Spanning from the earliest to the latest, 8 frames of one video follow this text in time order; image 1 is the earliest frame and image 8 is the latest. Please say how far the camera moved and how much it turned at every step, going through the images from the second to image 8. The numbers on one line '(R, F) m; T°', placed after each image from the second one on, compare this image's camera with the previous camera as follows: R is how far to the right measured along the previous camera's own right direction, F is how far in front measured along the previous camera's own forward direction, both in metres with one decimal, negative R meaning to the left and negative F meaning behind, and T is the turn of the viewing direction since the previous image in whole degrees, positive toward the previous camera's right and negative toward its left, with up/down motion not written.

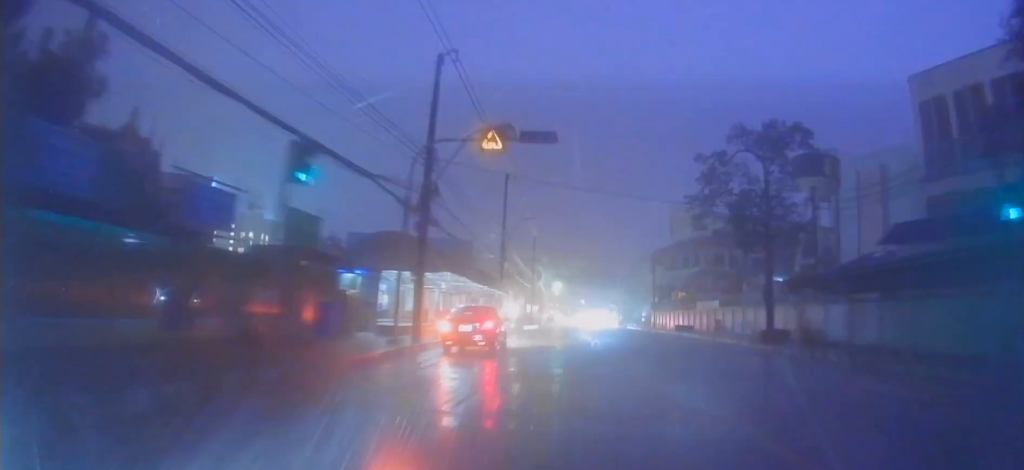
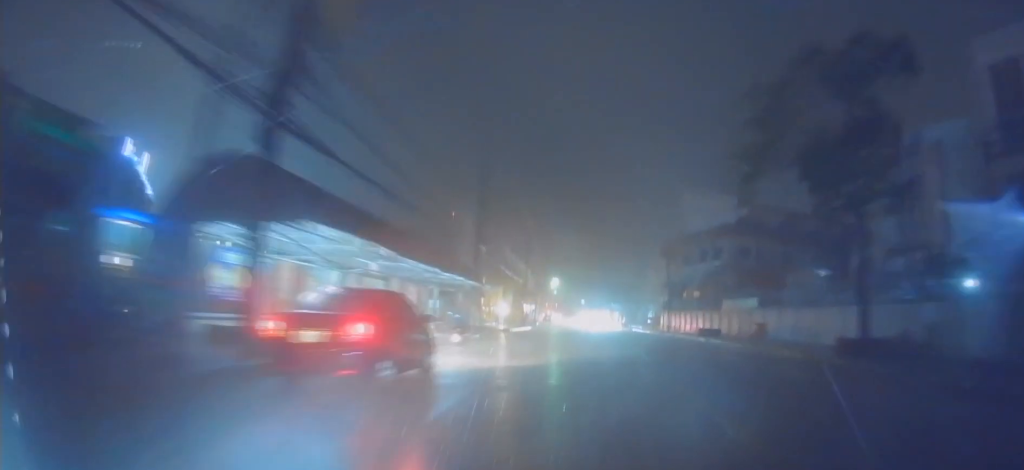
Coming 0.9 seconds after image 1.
(+0.1, +10.3) m; 0°
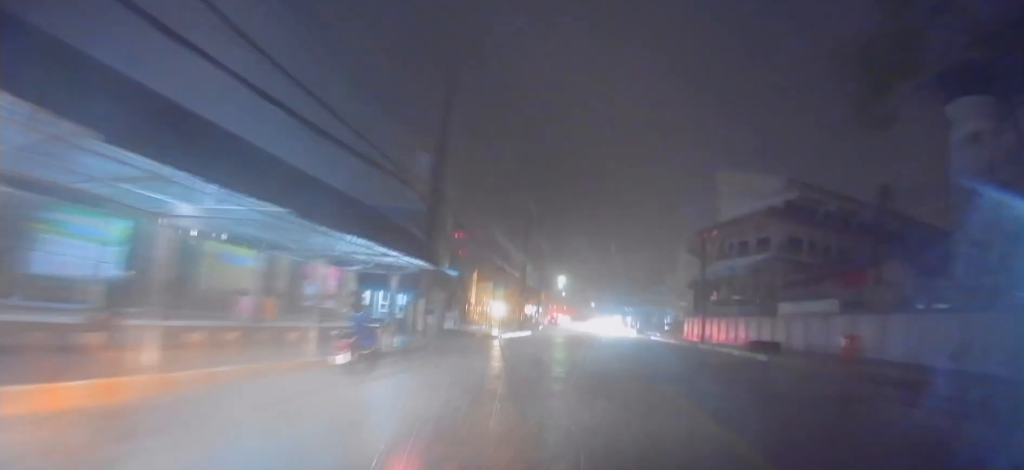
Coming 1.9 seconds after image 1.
(0.0, +11.2) m; 0°
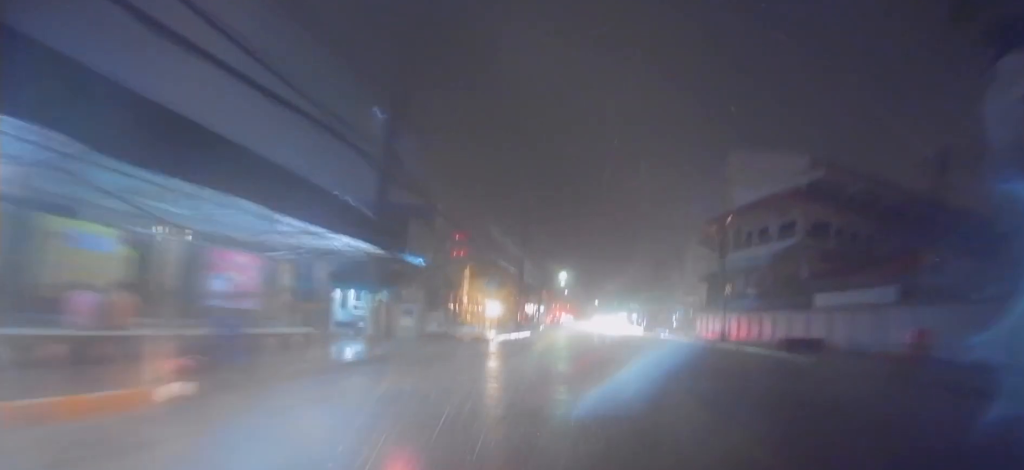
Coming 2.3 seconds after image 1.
(-0.2, +5.3) m; 0°
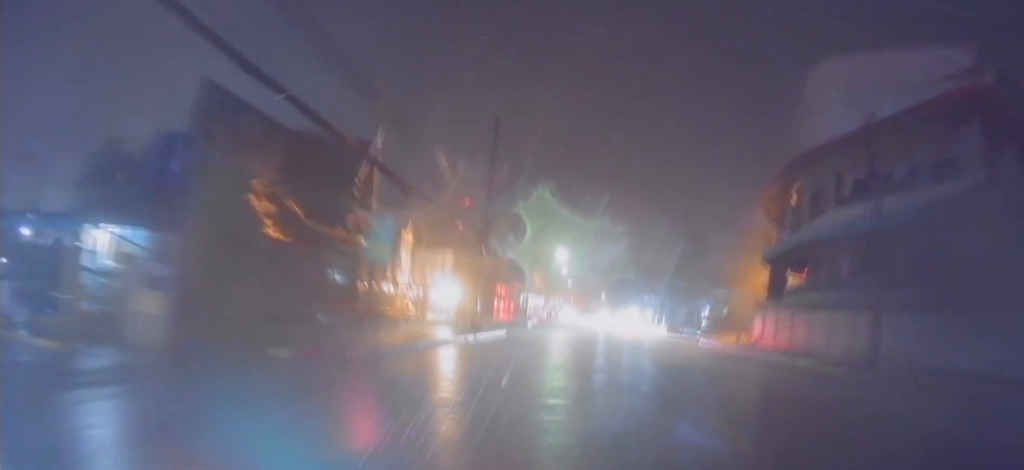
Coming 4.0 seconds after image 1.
(+0.7, +19.4) m; +1°
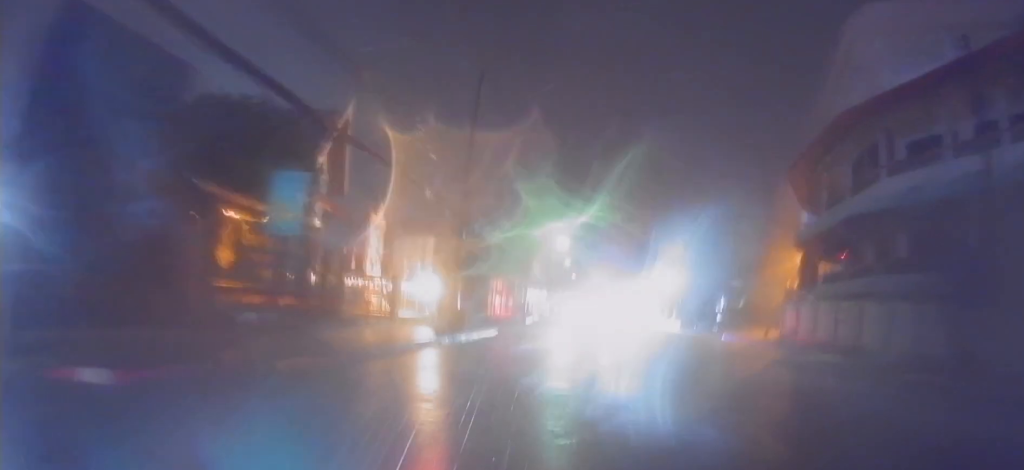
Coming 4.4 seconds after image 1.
(0.0, +5.8) m; -1°
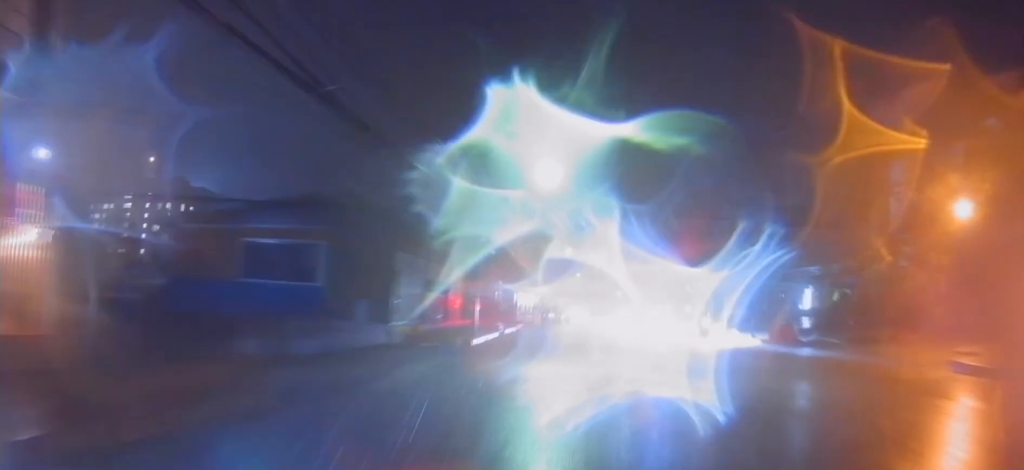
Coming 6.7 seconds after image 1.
(-0.9, +28.4) m; -2°
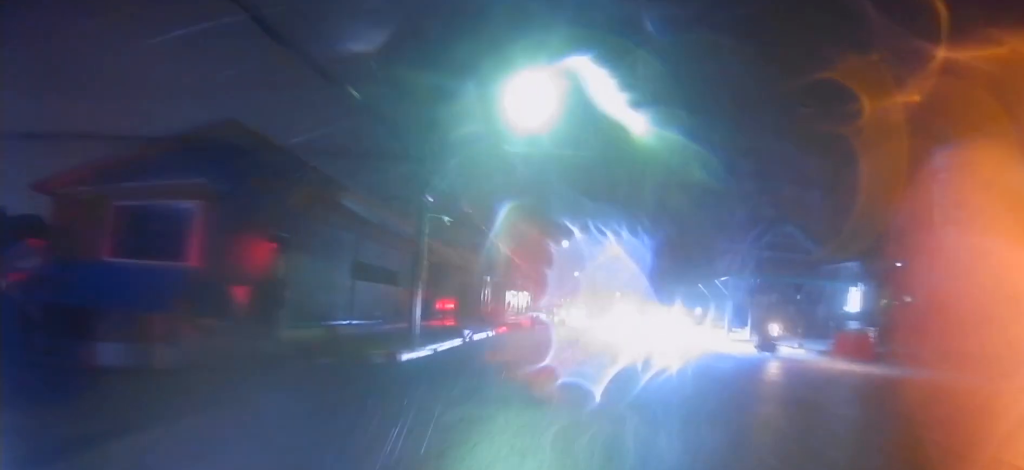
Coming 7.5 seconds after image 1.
(+0.2, +8.9) m; 0°
